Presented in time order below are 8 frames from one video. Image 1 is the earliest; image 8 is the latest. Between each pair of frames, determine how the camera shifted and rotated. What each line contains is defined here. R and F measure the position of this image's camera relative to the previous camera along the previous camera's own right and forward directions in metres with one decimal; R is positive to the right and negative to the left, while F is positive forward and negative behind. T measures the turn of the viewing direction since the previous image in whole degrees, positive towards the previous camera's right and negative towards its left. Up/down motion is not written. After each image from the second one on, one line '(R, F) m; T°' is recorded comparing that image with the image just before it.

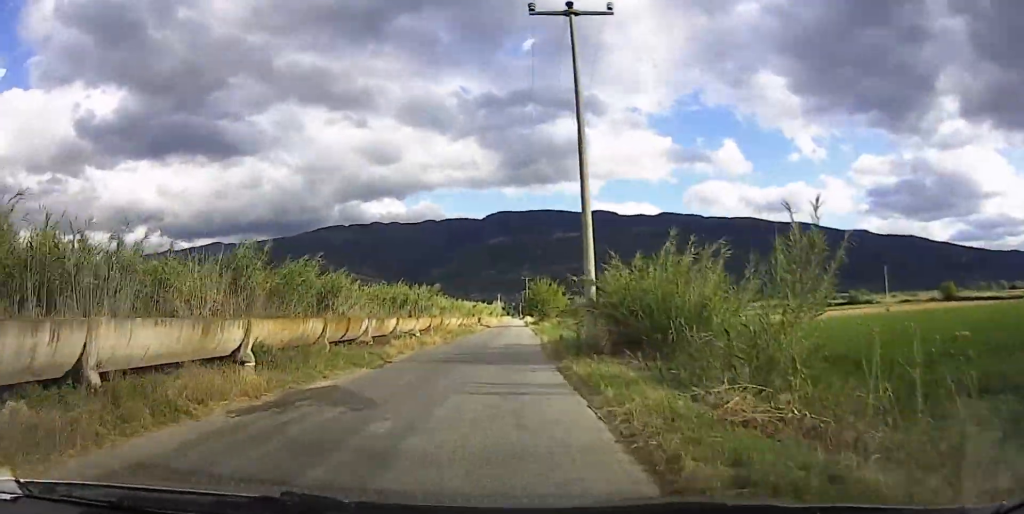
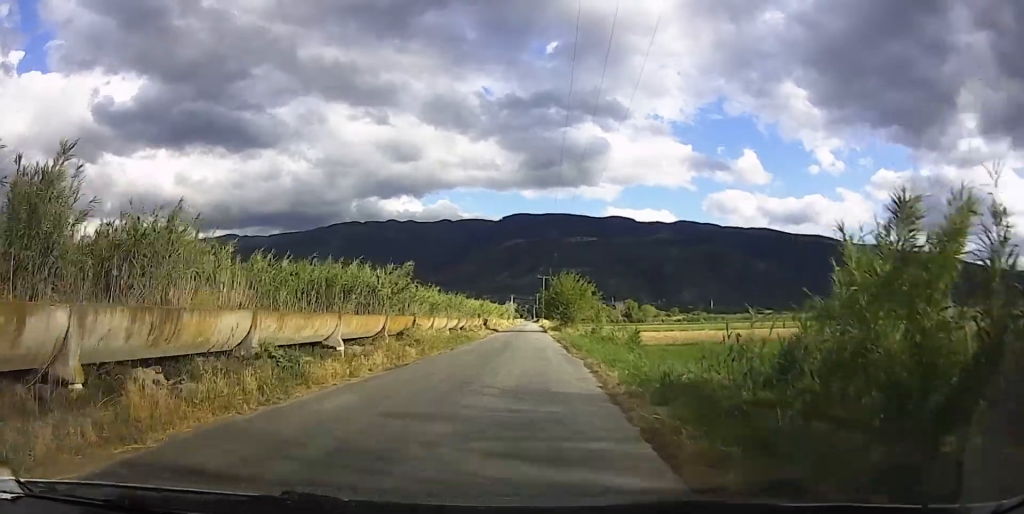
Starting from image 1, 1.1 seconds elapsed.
(+0.3, +16.1) m; +1°
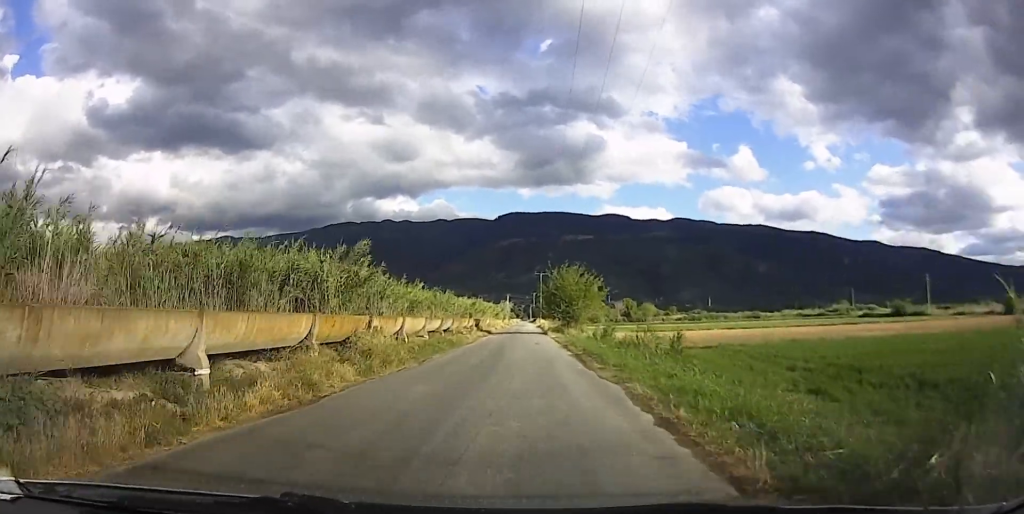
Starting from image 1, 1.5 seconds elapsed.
(0.0, +7.0) m; 0°
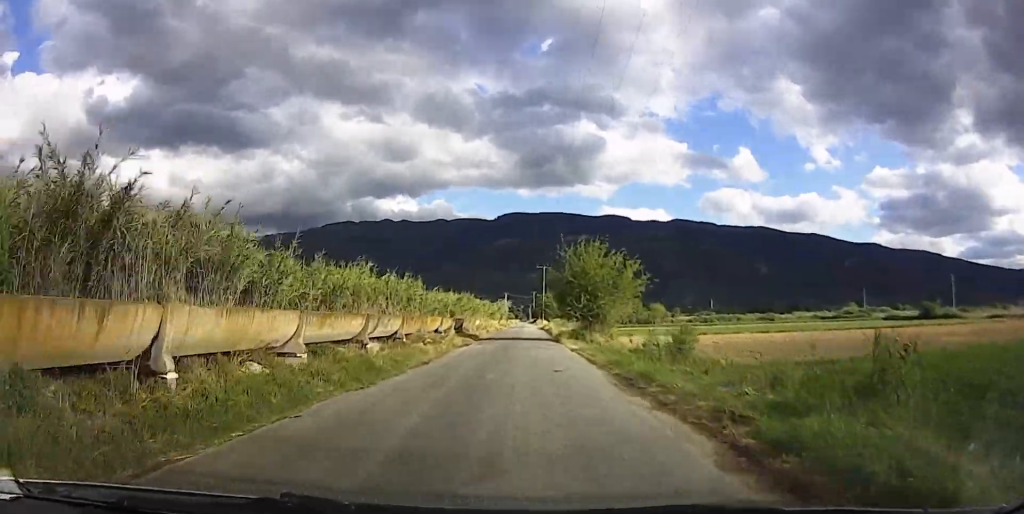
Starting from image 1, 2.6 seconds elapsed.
(0.0, +16.1) m; 0°
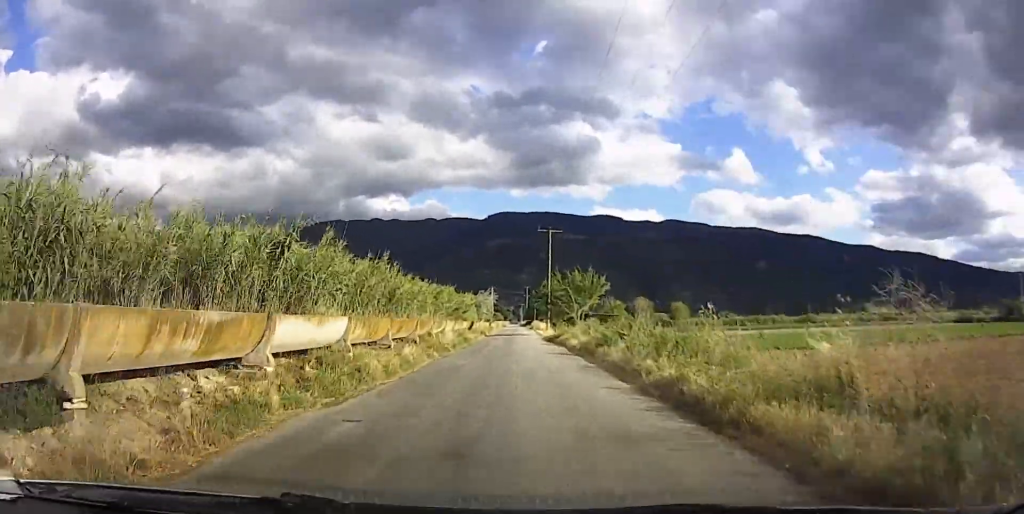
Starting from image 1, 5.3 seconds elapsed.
(0.0, +41.6) m; 0°
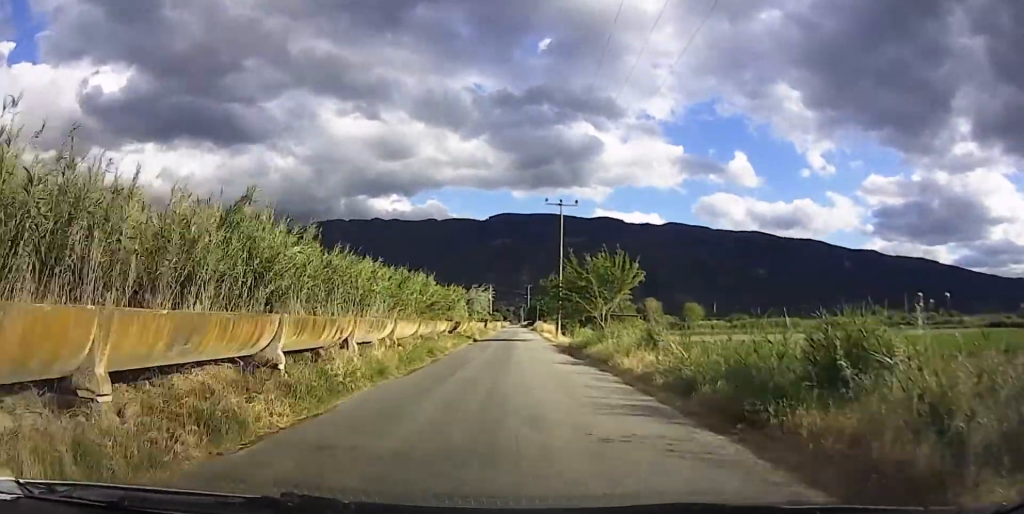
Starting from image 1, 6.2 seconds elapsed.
(+0.1, +14.0) m; +1°
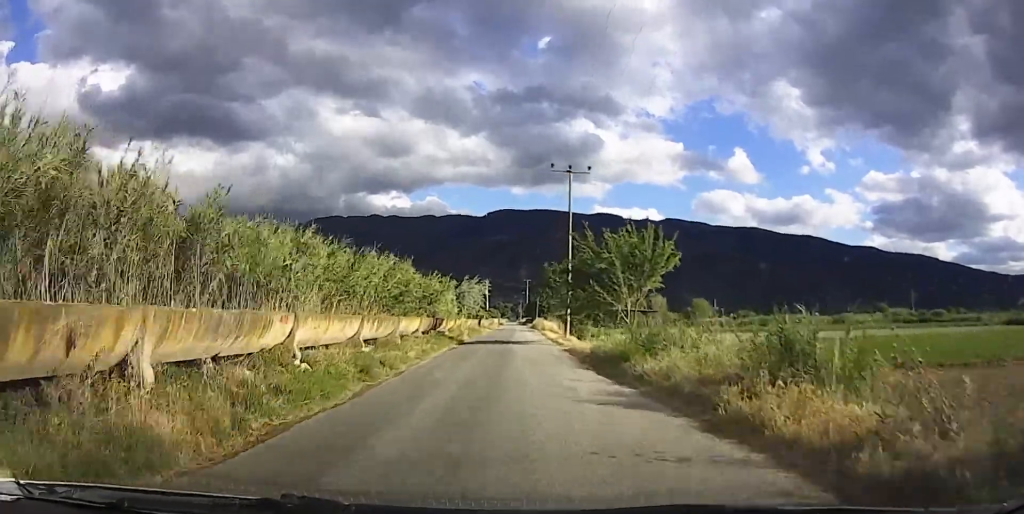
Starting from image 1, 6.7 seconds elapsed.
(+0.1, +8.9) m; 0°
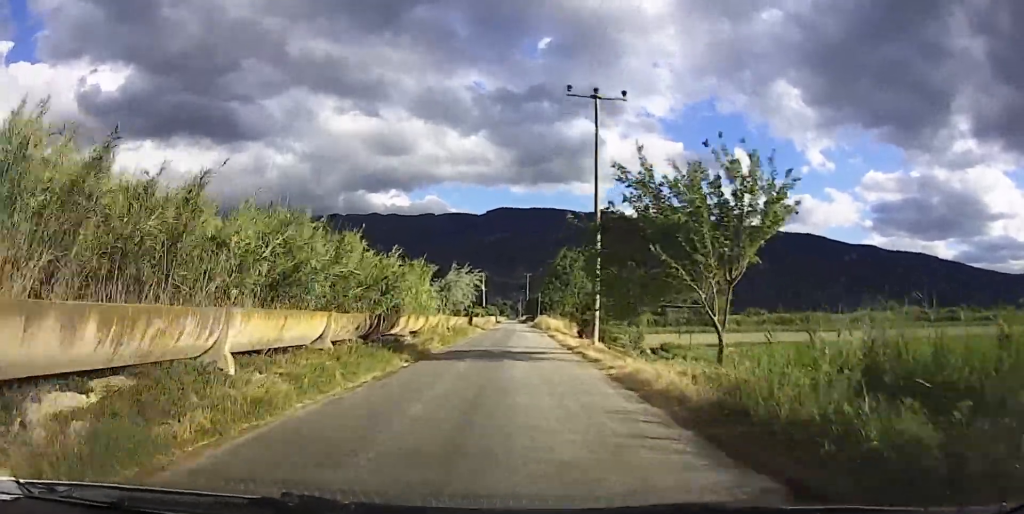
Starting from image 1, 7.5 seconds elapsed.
(+0.2, +12.7) m; -1°
